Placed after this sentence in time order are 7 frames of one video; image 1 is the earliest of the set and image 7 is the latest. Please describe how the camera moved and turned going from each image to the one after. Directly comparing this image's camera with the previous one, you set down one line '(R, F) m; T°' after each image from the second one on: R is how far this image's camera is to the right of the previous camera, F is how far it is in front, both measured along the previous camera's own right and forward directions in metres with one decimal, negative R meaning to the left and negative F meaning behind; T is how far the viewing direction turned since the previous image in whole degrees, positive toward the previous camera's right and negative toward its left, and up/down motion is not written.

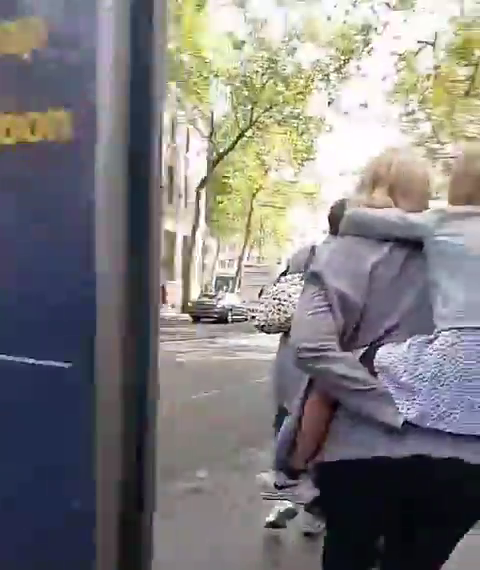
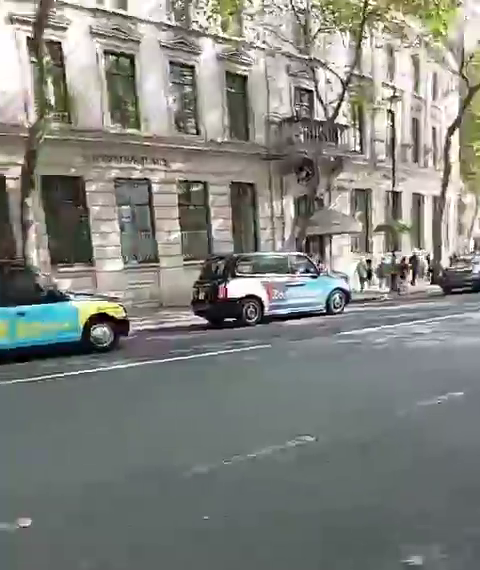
(-0.2, +2.1) m; -15°
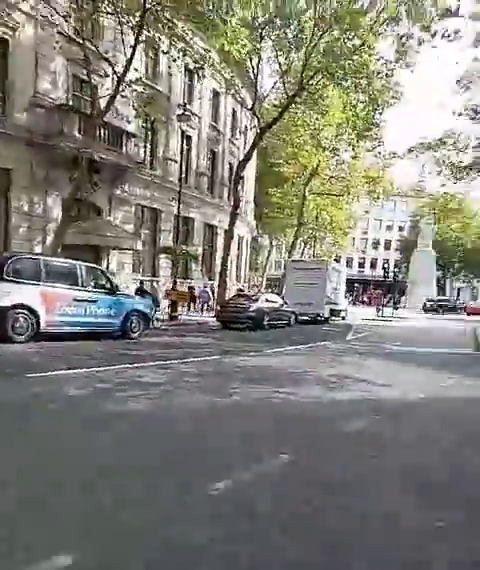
(-0.2, +3.9) m; +11°
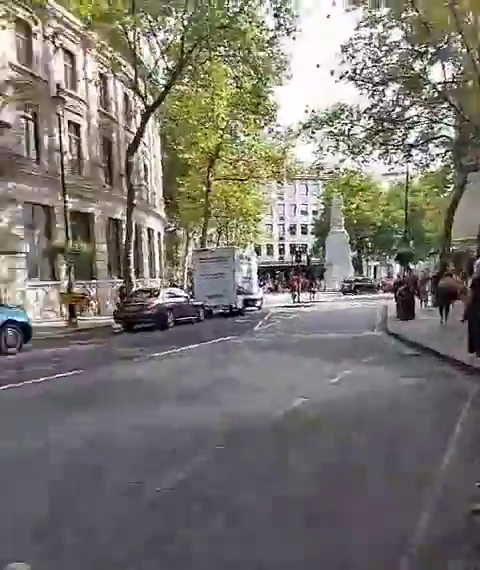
(+0.3, +2.1) m; +14°
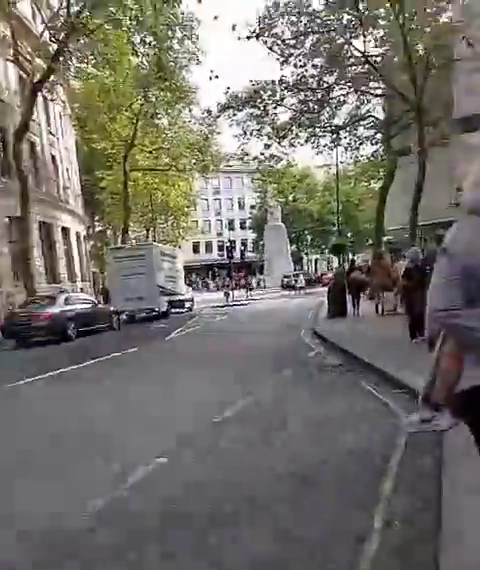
(+0.1, +2.4) m; +1°
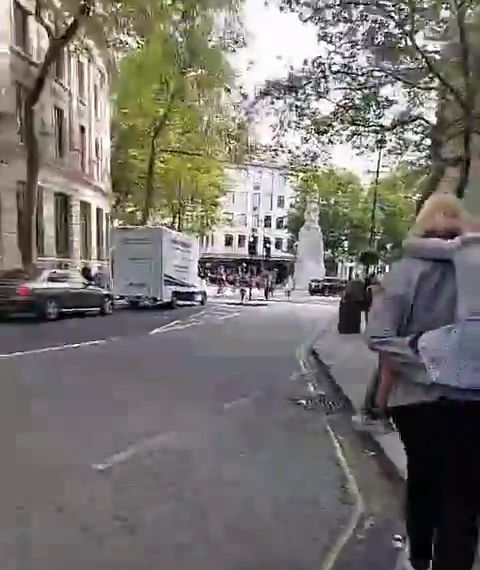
(0.0, +1.7) m; -5°
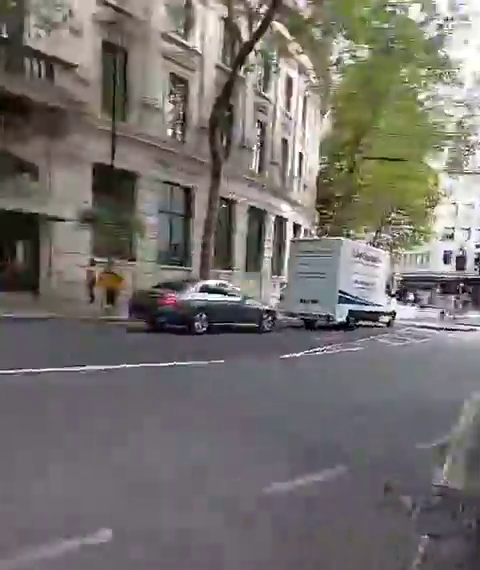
(-0.3, +2.6) m; -12°
